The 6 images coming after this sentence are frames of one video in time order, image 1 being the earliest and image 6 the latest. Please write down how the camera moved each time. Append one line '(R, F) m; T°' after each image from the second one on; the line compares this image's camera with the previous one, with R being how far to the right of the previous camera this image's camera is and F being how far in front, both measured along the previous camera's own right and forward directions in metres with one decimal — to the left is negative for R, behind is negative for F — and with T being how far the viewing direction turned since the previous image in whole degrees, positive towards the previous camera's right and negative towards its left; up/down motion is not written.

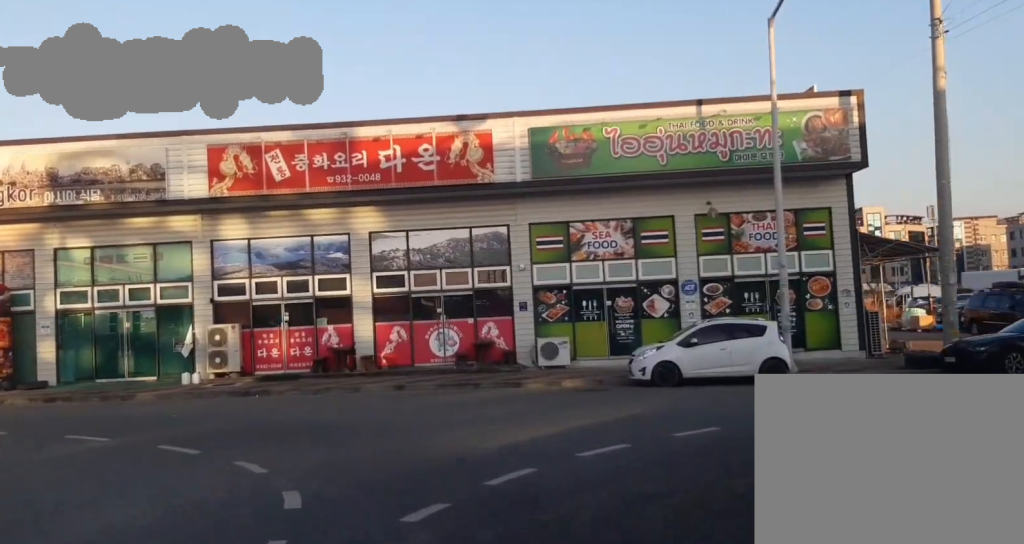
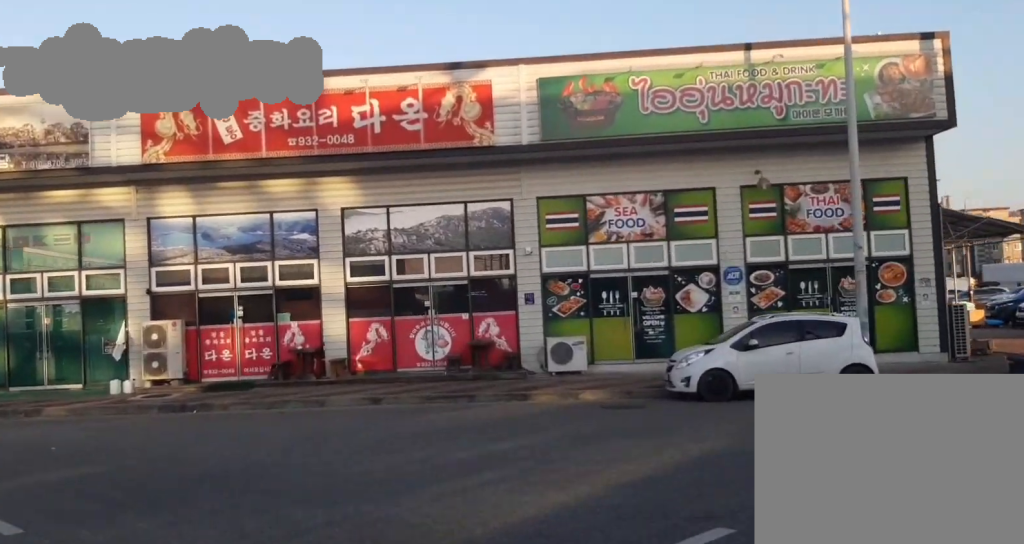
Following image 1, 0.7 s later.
(-0.1, +4.8) m; -1°
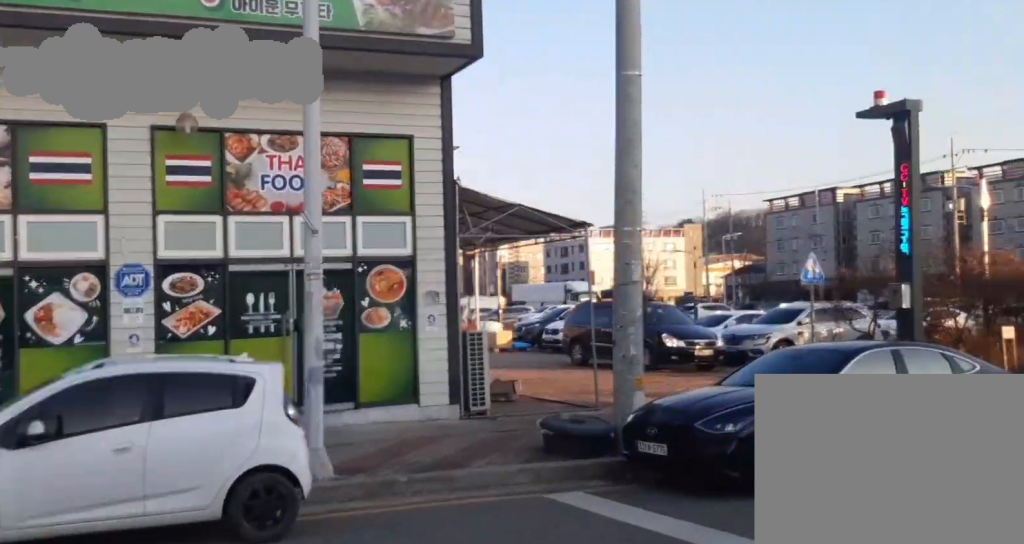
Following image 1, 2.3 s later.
(+0.8, +10.0) m; +24°
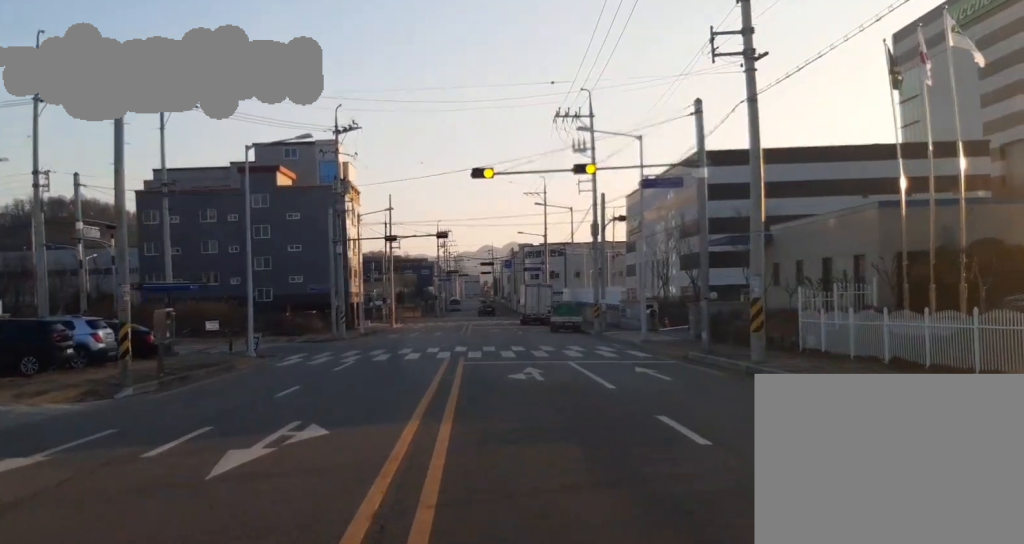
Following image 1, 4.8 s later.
(+10.0, +12.3) m; +66°
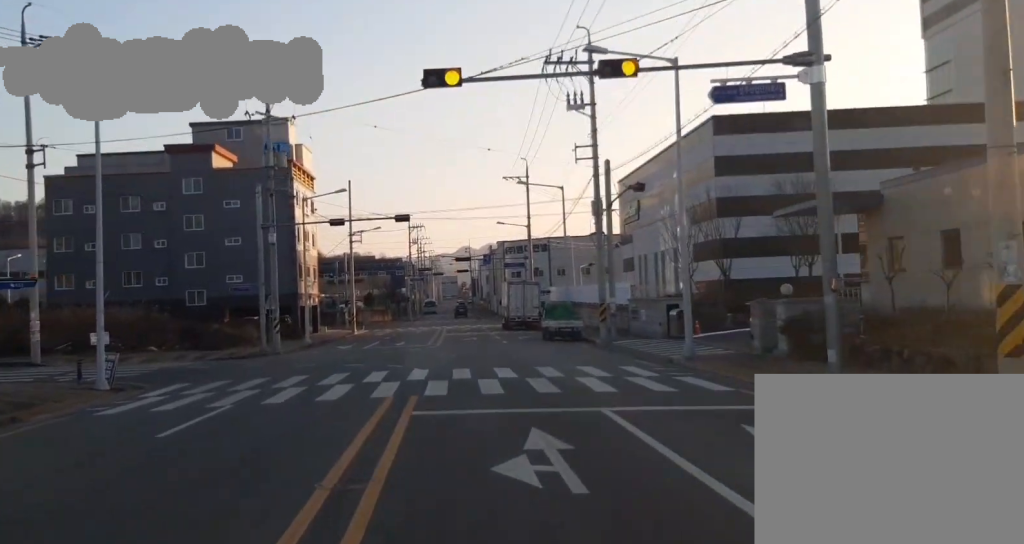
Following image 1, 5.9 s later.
(+0.6, +10.2) m; -2°
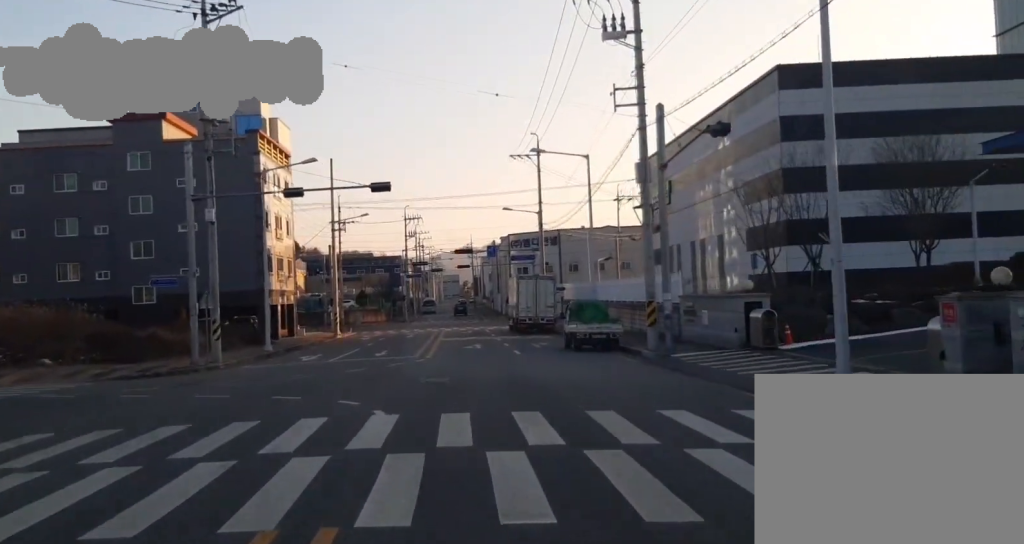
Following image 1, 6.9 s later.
(-0.8, +10.3) m; -3°
